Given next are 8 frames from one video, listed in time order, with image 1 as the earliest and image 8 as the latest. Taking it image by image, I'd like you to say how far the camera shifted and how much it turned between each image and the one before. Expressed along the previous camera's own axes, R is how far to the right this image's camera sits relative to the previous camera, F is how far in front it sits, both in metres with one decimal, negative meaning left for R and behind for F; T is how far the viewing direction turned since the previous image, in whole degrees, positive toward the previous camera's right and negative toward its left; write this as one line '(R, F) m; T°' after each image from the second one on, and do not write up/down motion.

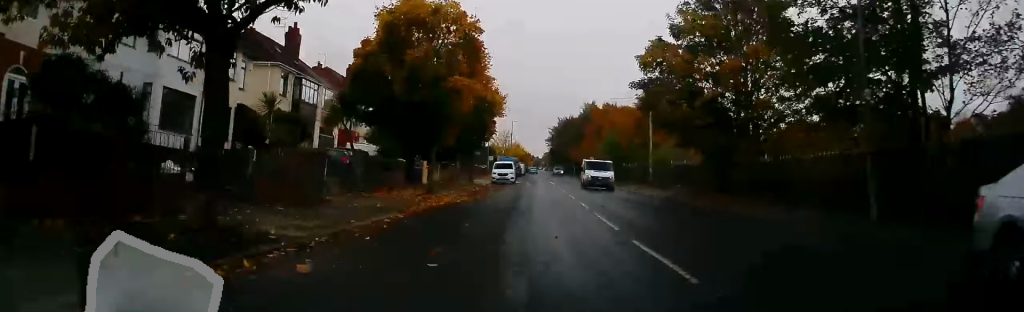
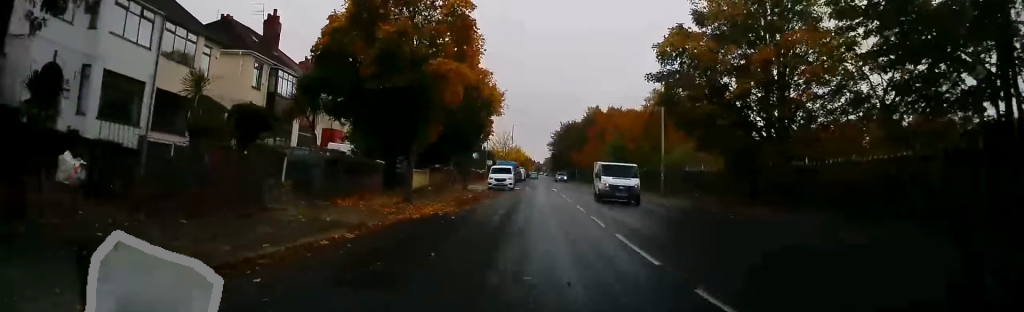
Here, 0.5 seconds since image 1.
(-0.1, +4.1) m; 0°
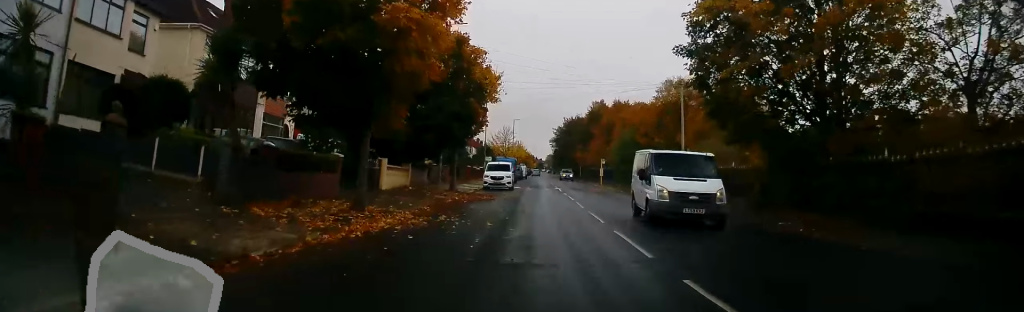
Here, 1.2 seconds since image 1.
(0.0, +5.6) m; +1°
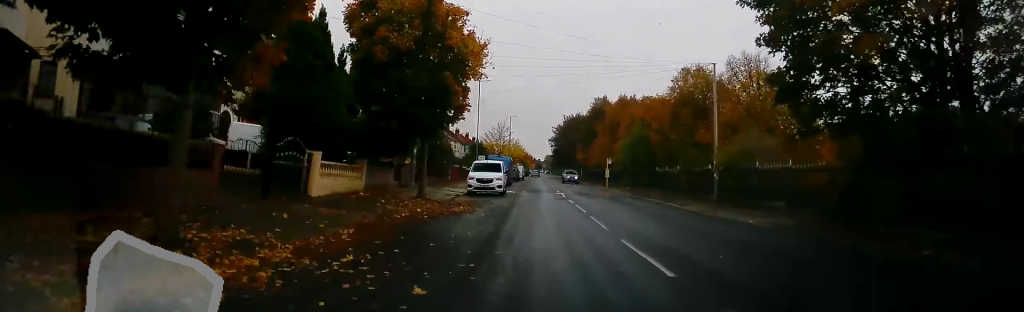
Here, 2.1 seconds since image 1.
(+0.2, +7.5) m; +1°
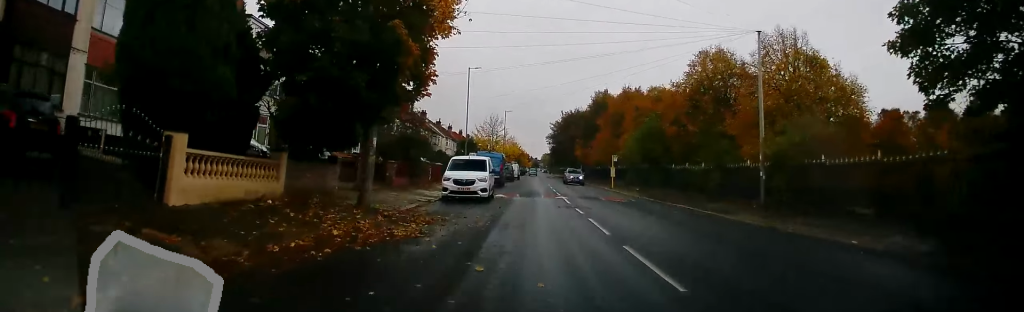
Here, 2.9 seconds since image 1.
(+0.1, +7.0) m; -2°
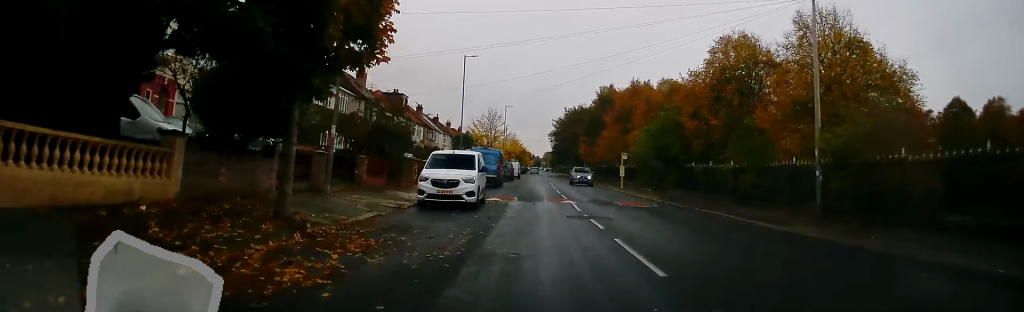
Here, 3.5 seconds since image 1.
(-0.2, +5.0) m; 0°
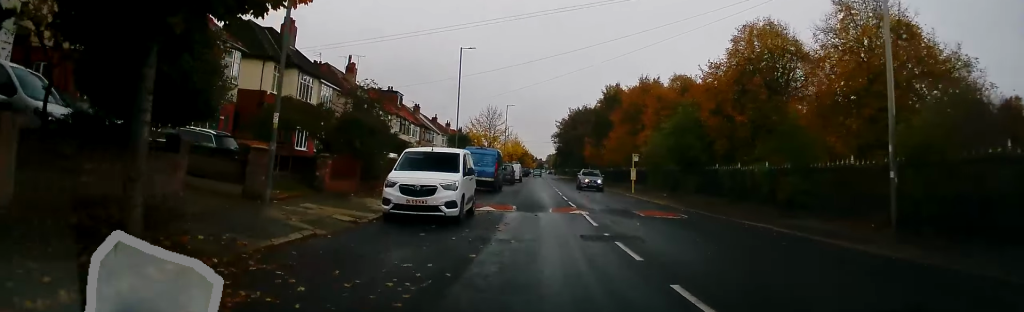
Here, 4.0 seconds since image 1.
(0.0, +4.4) m; 0°
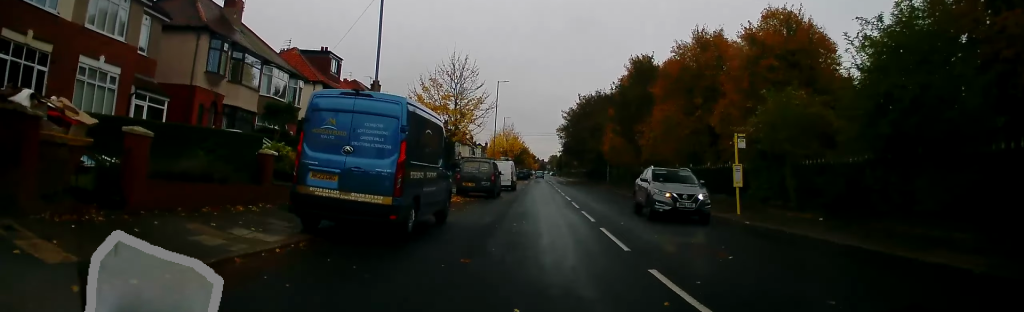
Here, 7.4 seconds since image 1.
(+0.2, +24.9) m; 0°
